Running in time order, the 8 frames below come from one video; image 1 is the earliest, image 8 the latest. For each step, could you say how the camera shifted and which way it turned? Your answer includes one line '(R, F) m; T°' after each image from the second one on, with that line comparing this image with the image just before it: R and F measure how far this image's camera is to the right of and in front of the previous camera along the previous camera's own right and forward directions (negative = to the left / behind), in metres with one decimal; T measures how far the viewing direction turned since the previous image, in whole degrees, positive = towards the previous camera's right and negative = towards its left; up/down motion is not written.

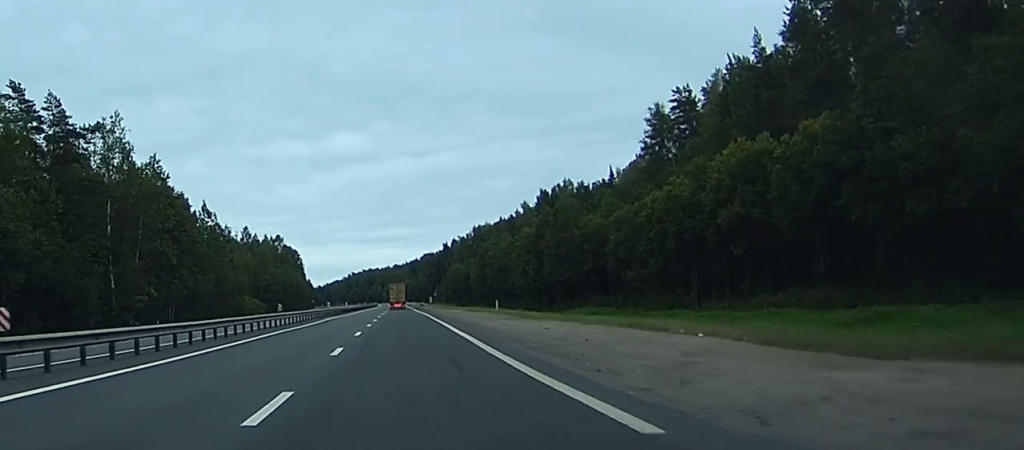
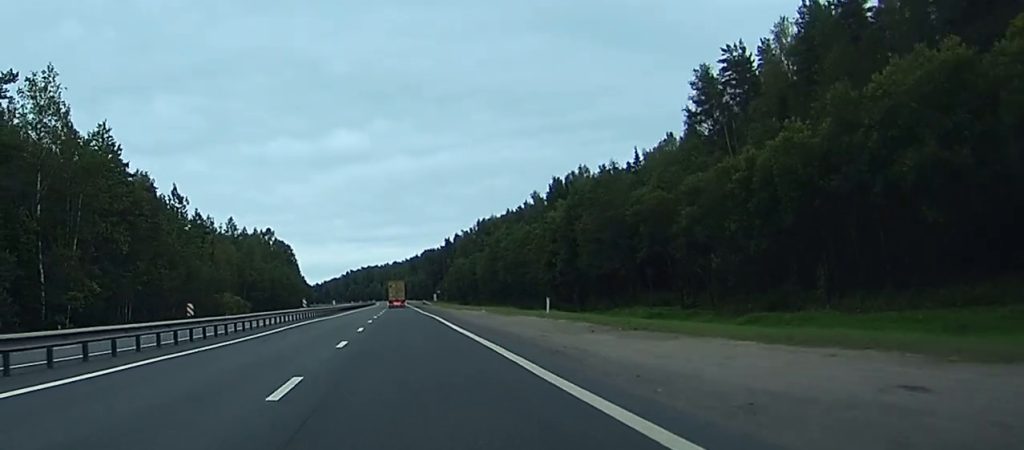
(-0.1, +21.4) m; 0°
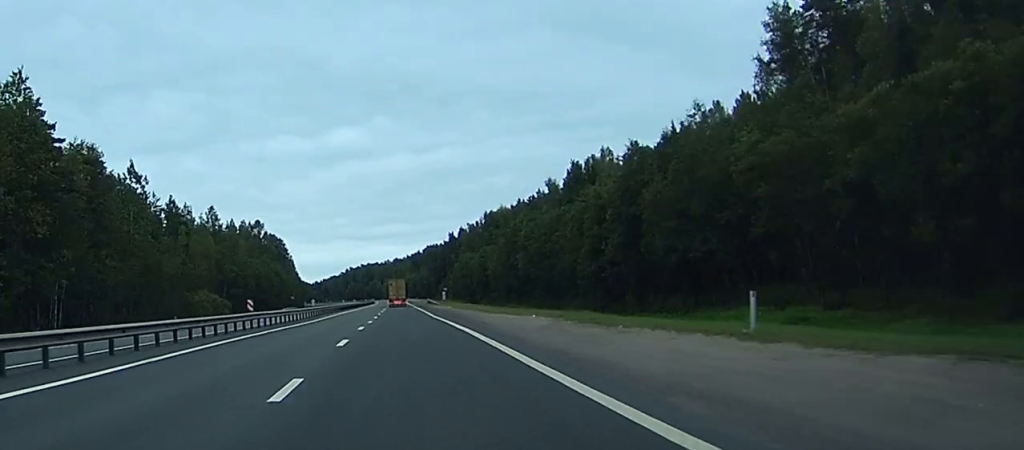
(-0.1, +24.1) m; 0°
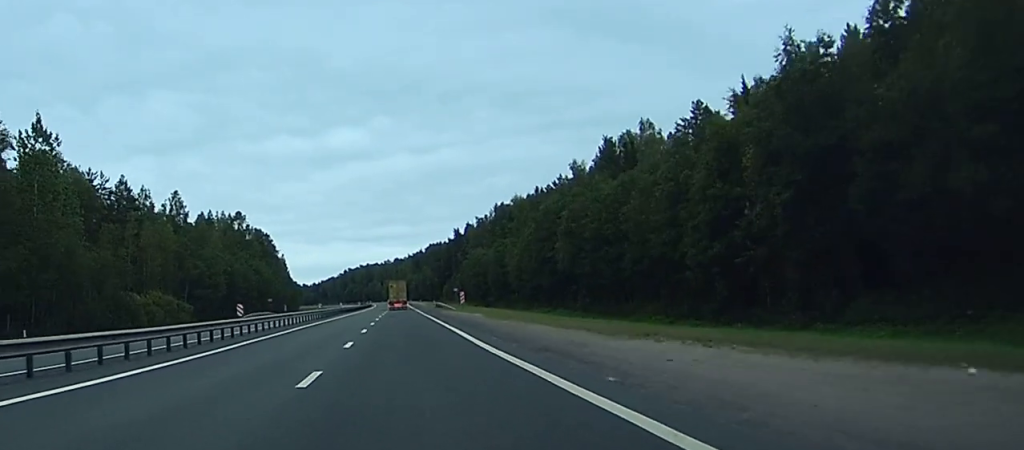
(0.0, +33.1) m; 0°
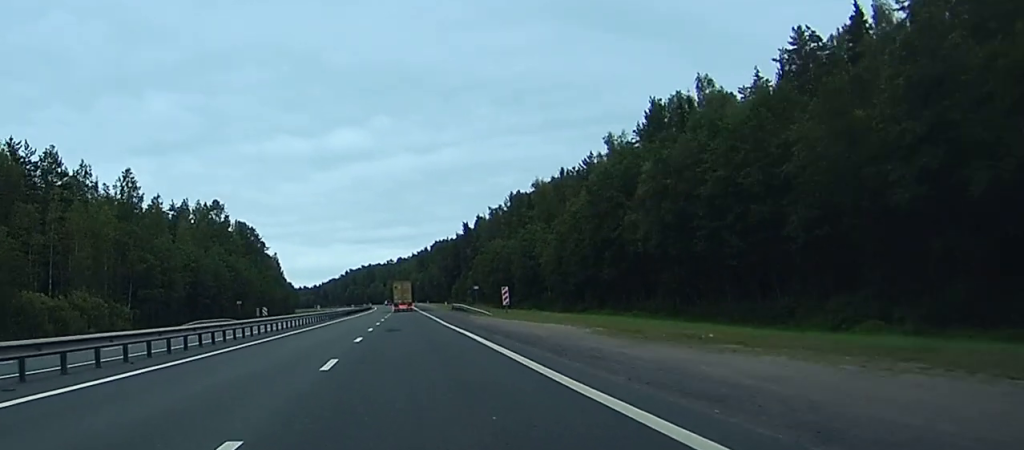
(0.0, +33.0) m; 0°
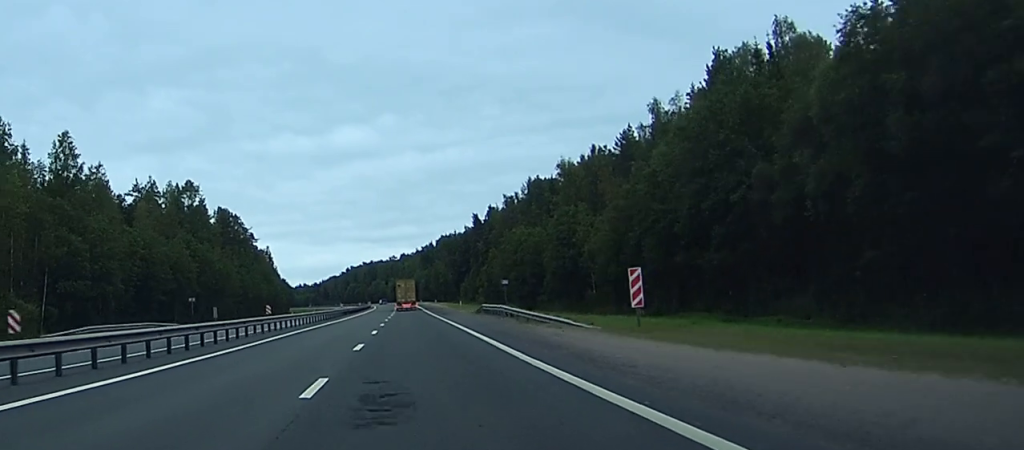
(+0.1, +29.1) m; +1°
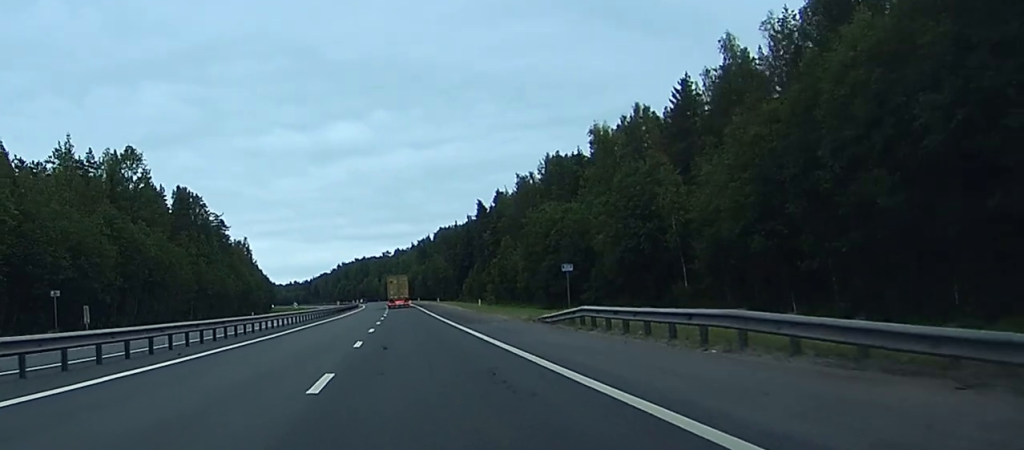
(+0.2, +35.8) m; 0°
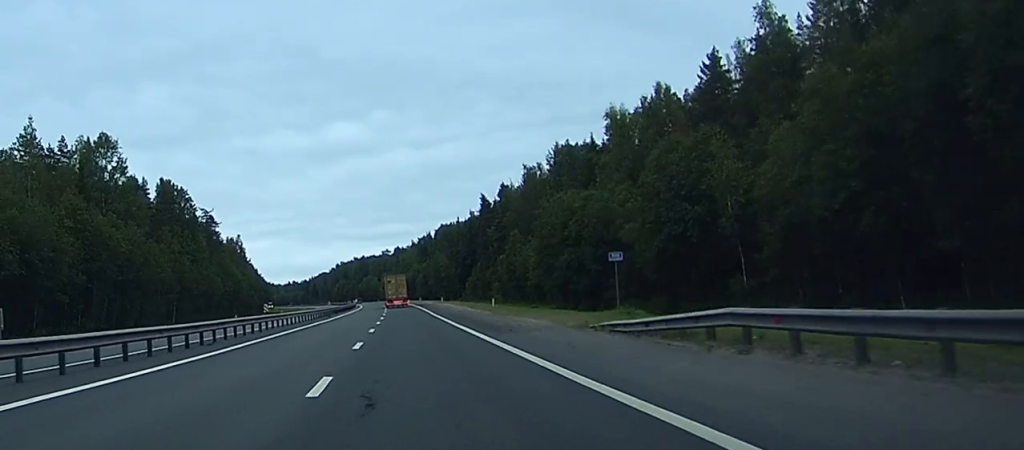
(0.0, +12.1) m; 0°
